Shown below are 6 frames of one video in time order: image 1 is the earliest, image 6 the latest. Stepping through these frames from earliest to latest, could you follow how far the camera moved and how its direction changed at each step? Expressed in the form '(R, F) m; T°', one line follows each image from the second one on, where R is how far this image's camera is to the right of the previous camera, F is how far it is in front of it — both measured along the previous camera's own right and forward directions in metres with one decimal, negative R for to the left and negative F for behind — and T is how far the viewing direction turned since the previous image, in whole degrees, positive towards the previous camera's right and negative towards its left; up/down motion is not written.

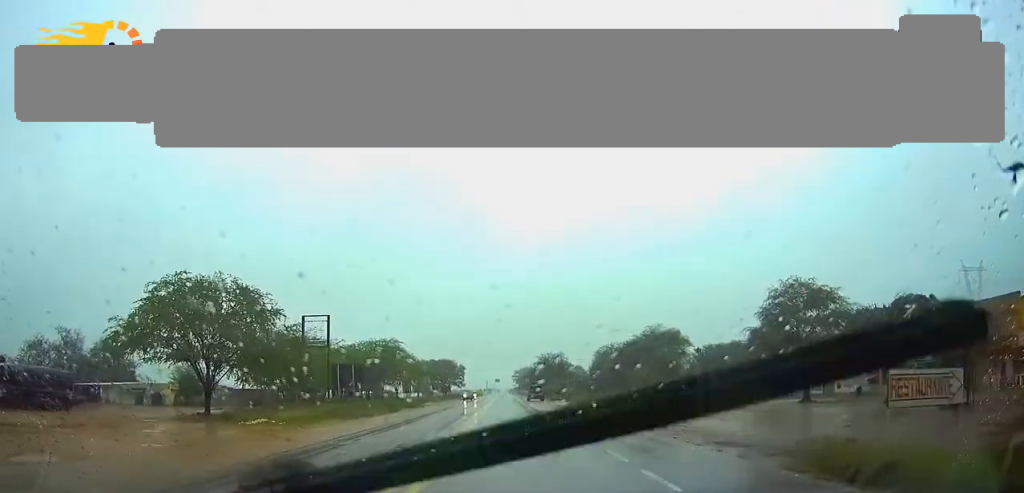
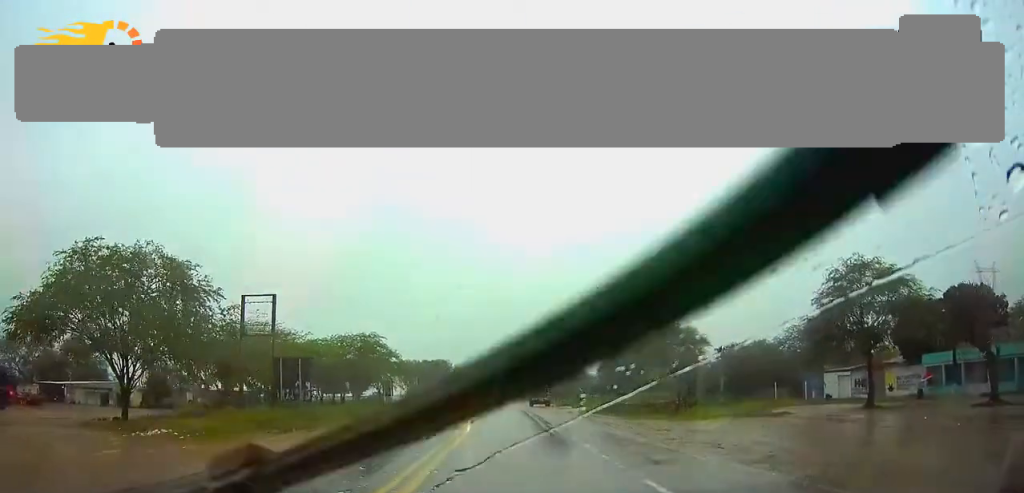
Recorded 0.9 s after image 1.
(-0.1, +11.6) m; 0°
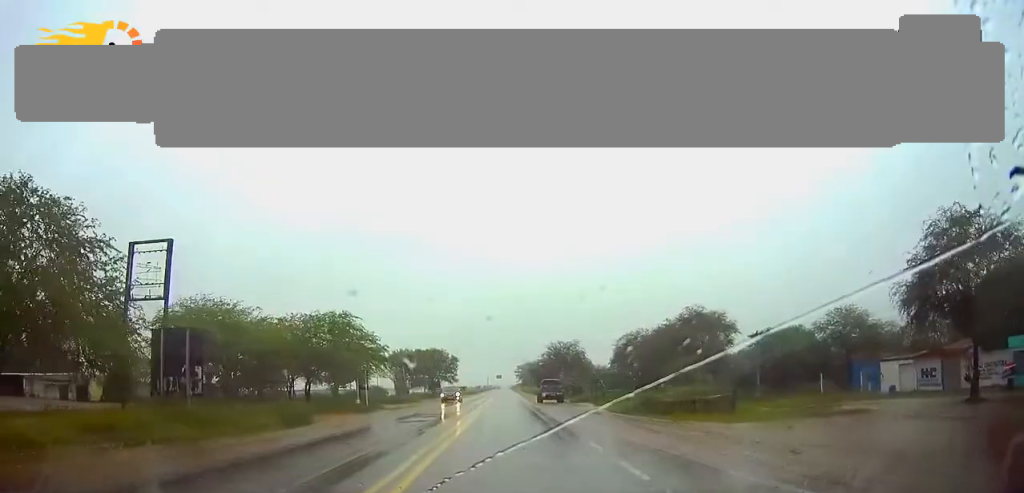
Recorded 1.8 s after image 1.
(0.0, +12.8) m; 0°
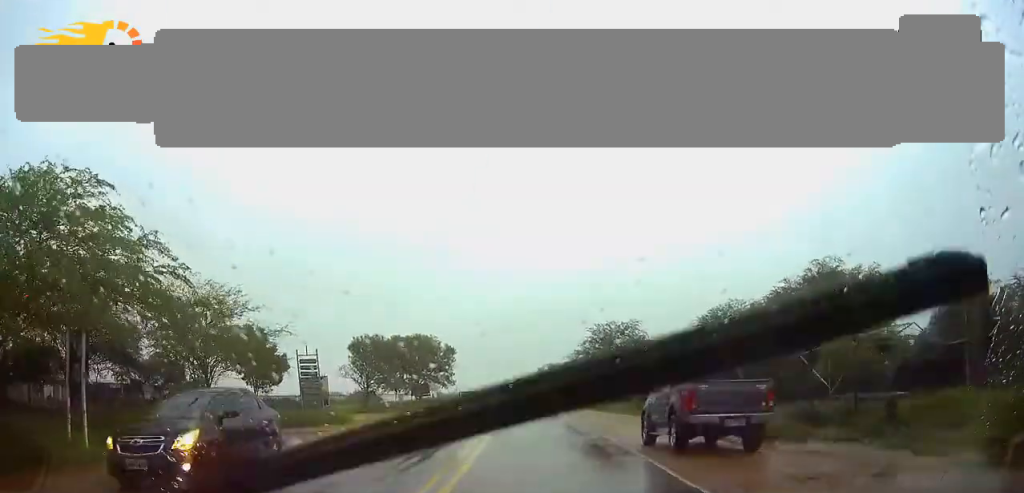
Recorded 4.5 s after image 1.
(-0.2, +38.5) m; -1°
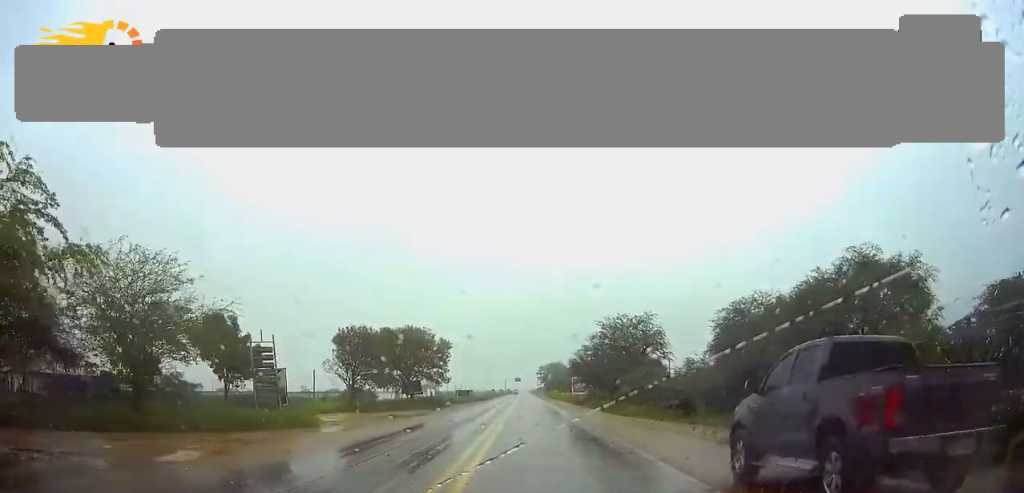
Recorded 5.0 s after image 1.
(0.0, +6.9) m; 0°
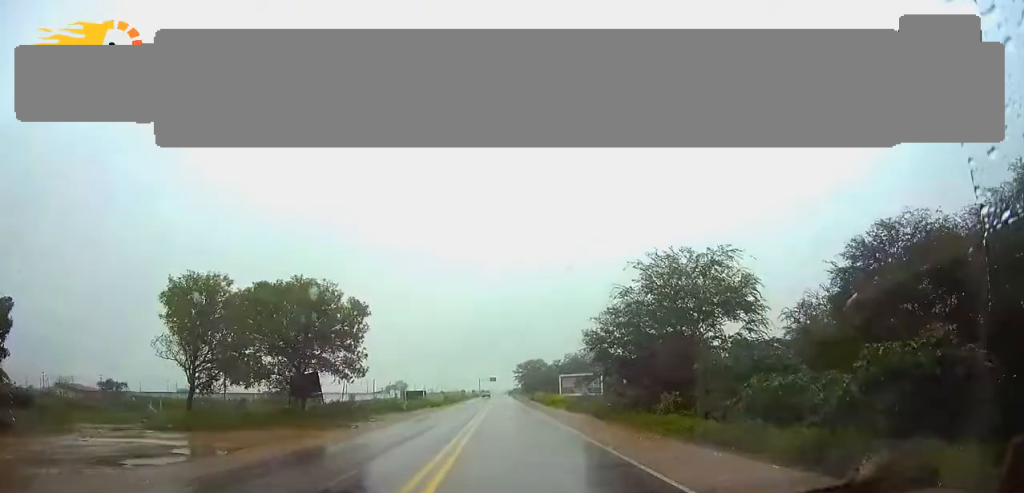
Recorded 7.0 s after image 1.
(+0.4, +30.3) m; +1°
